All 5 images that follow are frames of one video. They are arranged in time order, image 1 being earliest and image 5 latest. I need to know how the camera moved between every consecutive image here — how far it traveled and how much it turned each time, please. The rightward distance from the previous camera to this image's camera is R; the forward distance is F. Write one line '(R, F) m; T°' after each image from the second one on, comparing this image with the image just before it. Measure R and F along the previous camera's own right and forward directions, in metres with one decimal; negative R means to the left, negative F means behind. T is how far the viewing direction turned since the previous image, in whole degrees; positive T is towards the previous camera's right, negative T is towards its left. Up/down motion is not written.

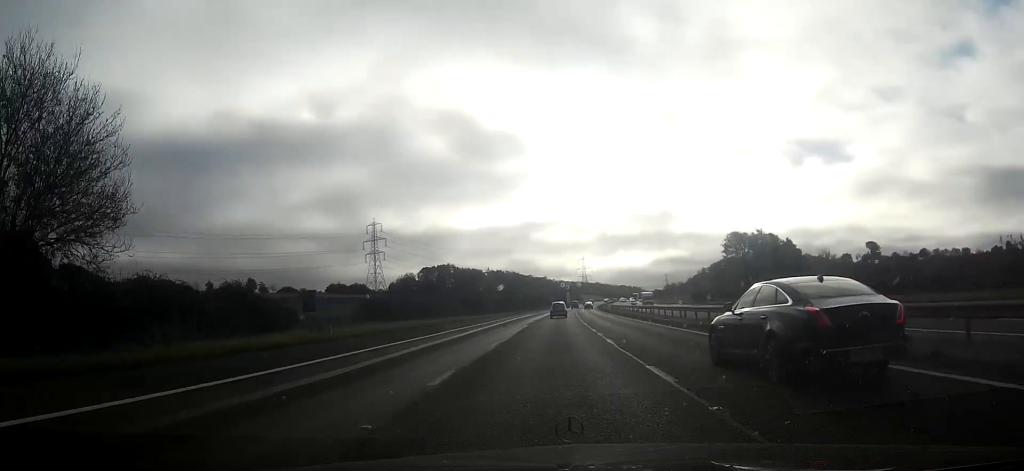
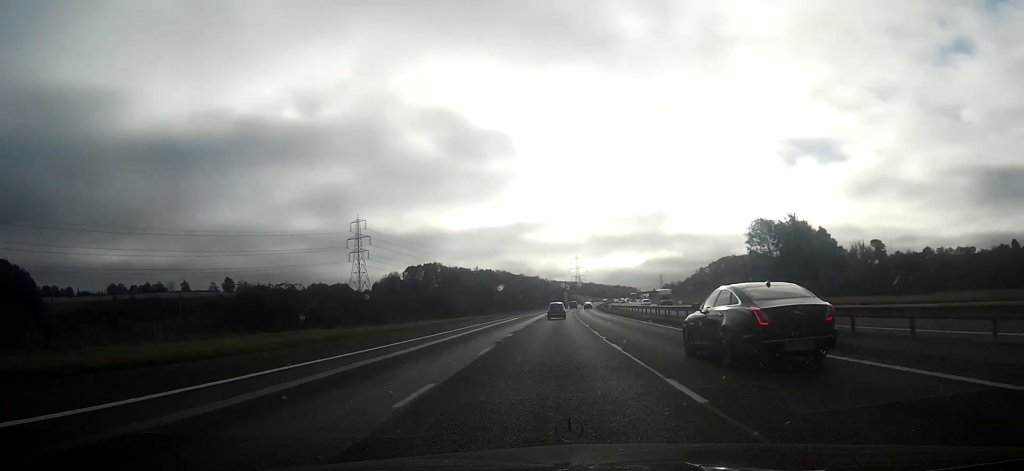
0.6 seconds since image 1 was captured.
(+0.1, +20.1) m; +1°
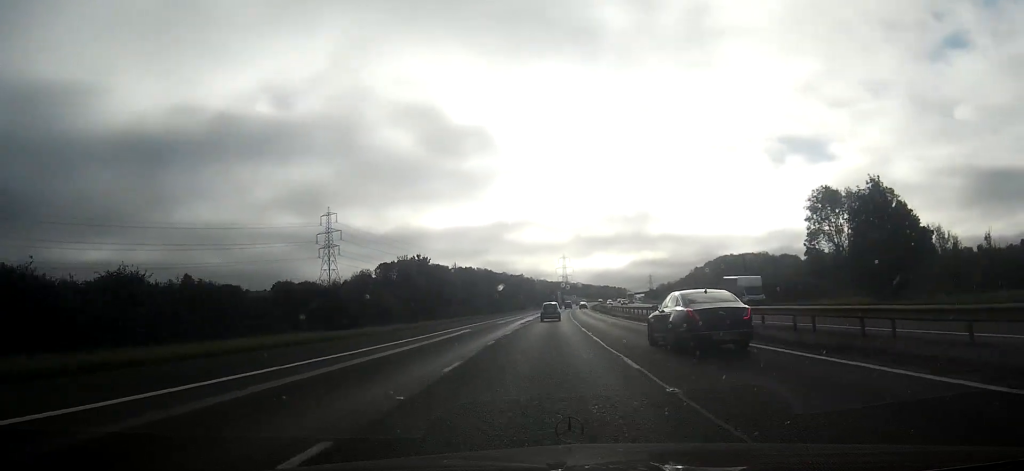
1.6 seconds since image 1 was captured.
(+0.2, +30.6) m; +1°
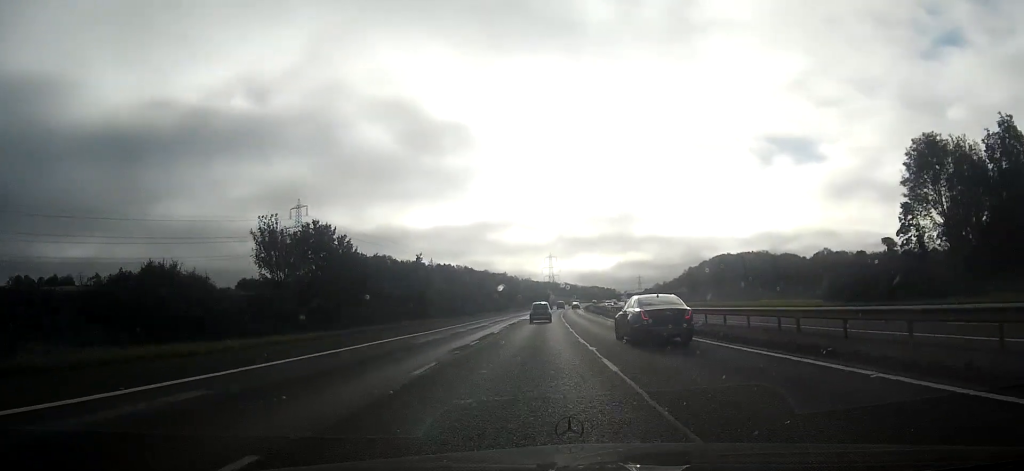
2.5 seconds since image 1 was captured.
(+0.3, +27.0) m; +1°
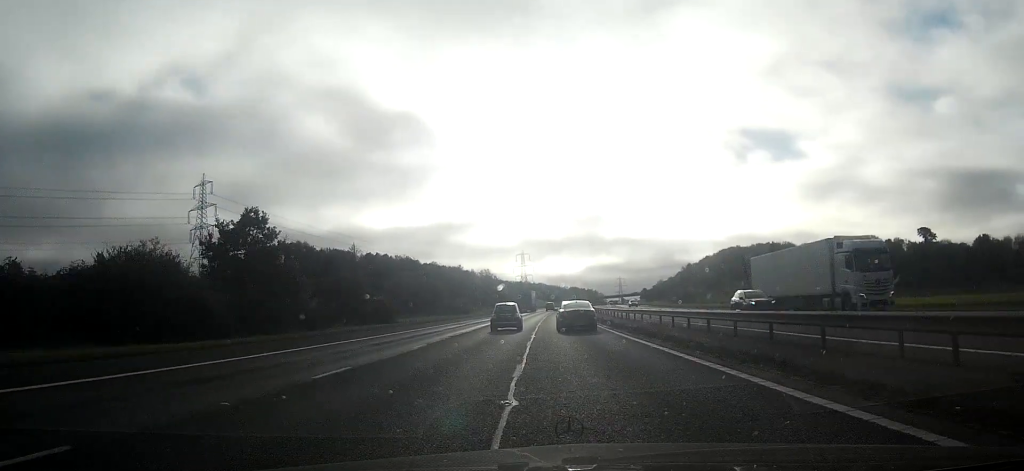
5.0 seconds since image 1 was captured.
(+2.4, +80.6) m; +3°
